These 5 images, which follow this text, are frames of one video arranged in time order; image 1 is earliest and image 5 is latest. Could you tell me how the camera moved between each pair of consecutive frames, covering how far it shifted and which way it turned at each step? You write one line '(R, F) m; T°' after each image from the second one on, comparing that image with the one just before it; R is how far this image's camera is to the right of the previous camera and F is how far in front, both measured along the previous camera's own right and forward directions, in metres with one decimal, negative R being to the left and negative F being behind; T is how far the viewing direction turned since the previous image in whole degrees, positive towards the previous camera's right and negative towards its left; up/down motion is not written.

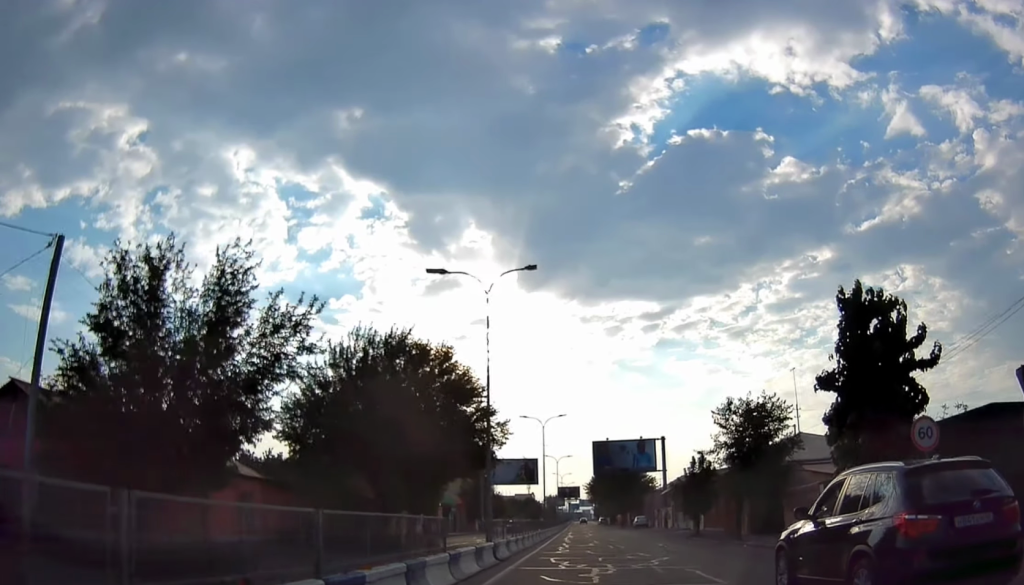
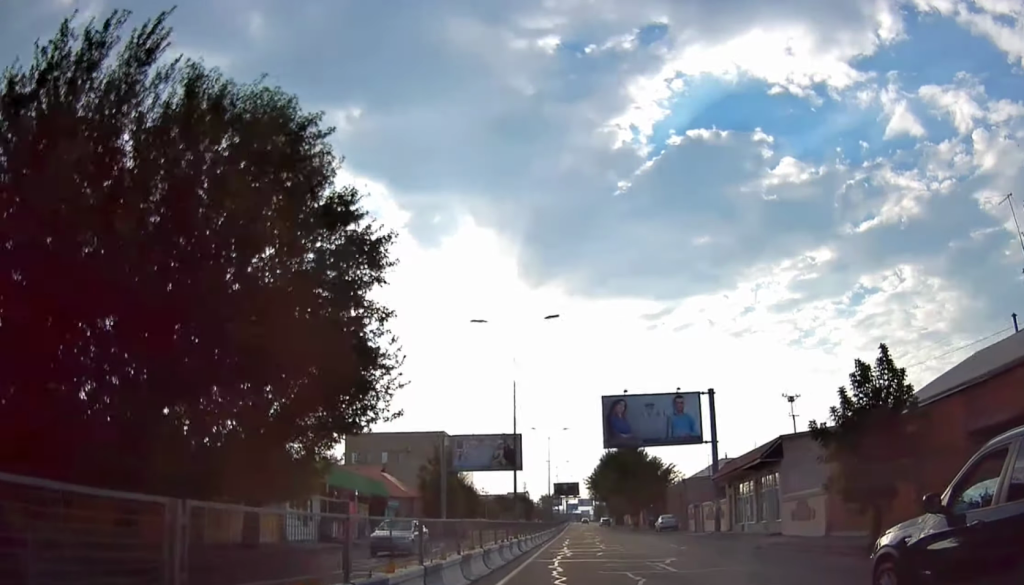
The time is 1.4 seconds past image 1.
(-0.5, +24.9) m; -2°
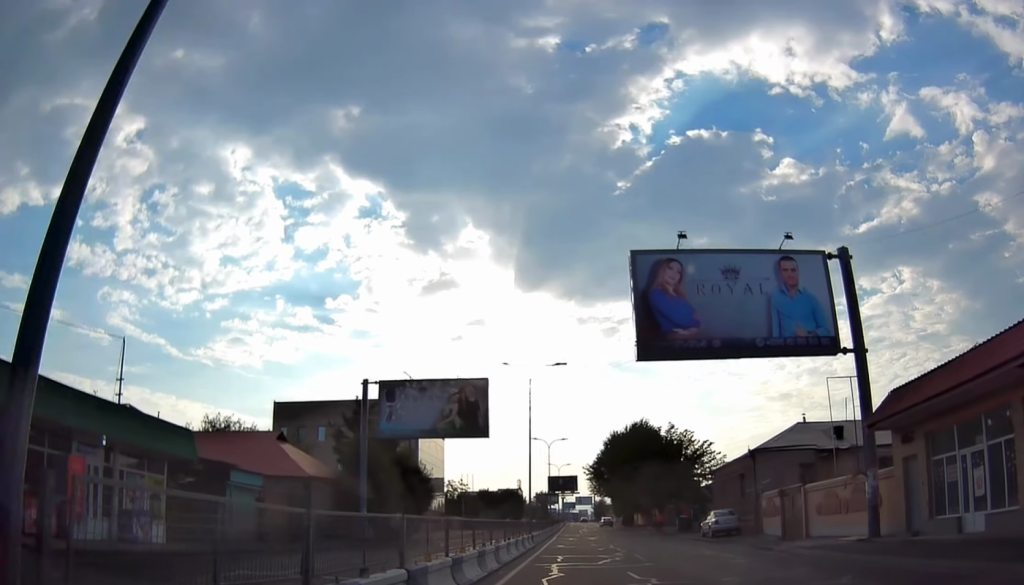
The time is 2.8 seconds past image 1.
(0.0, +23.4) m; +1°
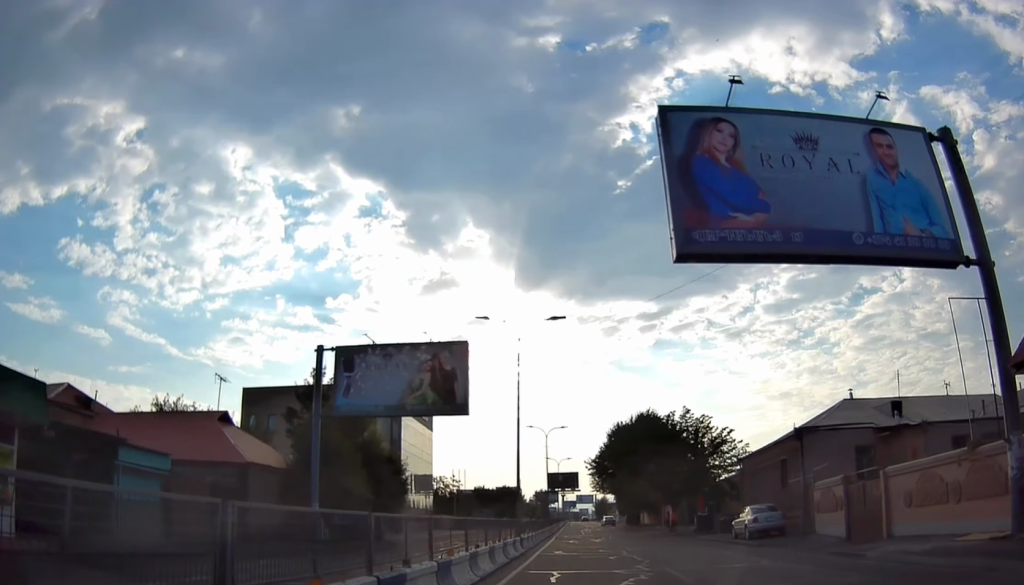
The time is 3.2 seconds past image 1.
(-0.1, +7.6) m; +1°
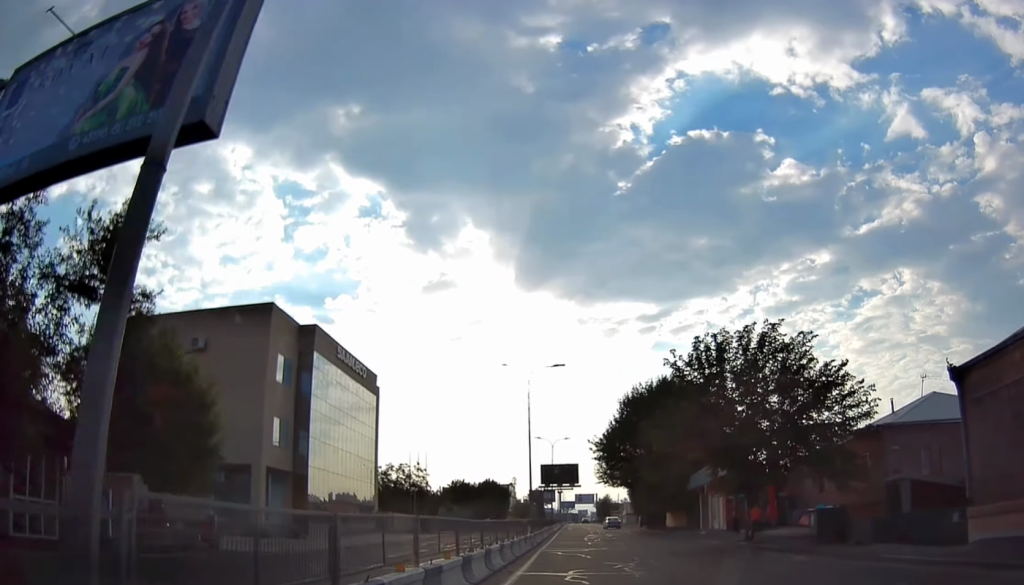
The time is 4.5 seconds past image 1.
(+0.5, +23.1) m; 0°
